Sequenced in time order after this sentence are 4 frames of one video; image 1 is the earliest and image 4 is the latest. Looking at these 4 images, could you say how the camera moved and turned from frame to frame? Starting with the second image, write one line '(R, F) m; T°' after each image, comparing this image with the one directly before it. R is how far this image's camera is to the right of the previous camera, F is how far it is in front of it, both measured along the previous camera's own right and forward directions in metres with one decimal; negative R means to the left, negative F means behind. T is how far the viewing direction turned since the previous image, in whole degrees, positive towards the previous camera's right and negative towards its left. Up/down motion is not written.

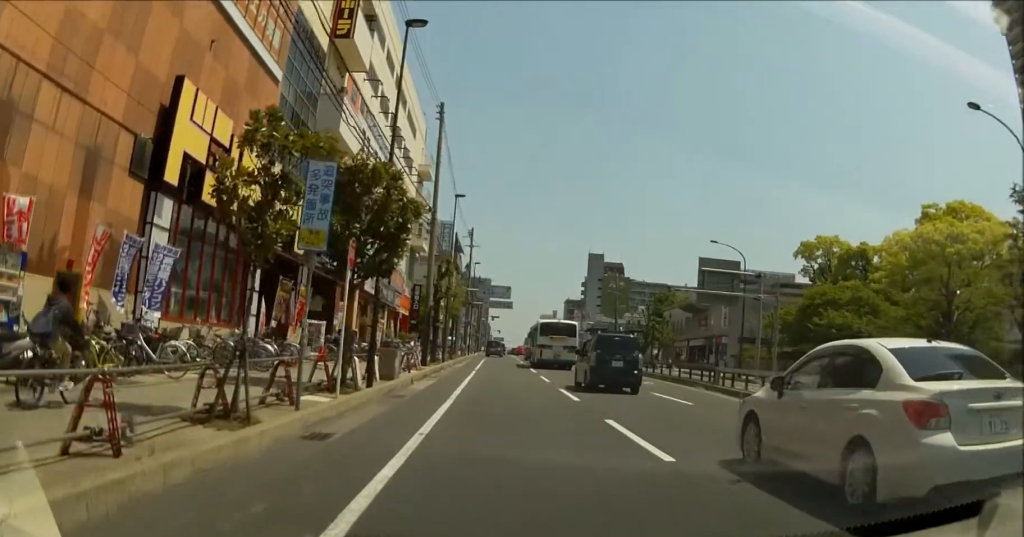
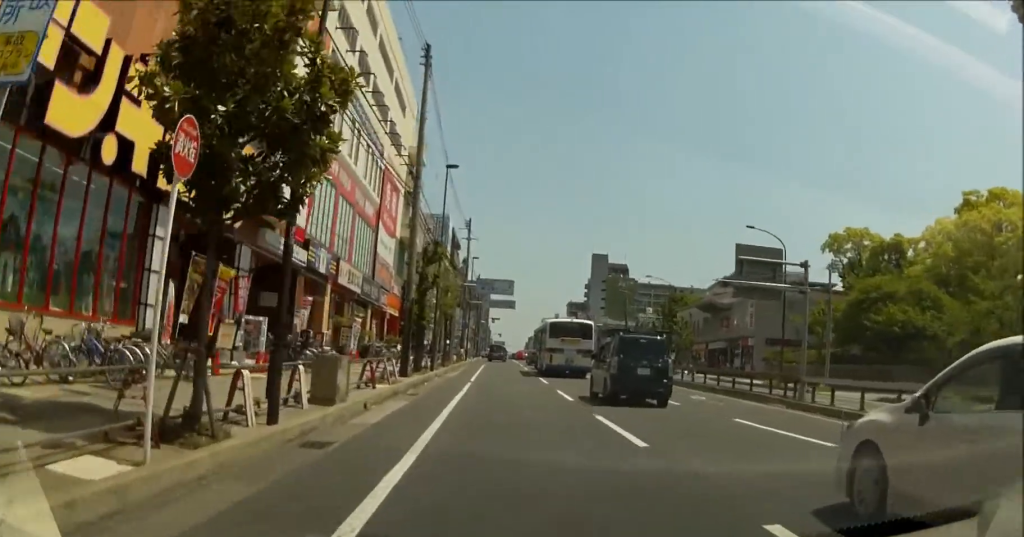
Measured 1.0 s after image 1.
(+0.1, +8.6) m; 0°
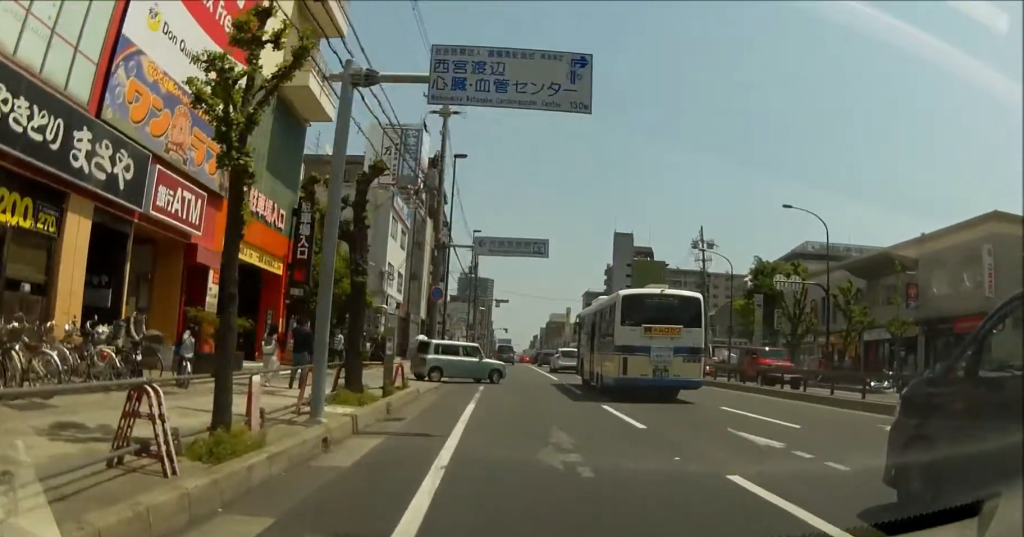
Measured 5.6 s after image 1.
(-0.1, +33.4) m; -3°
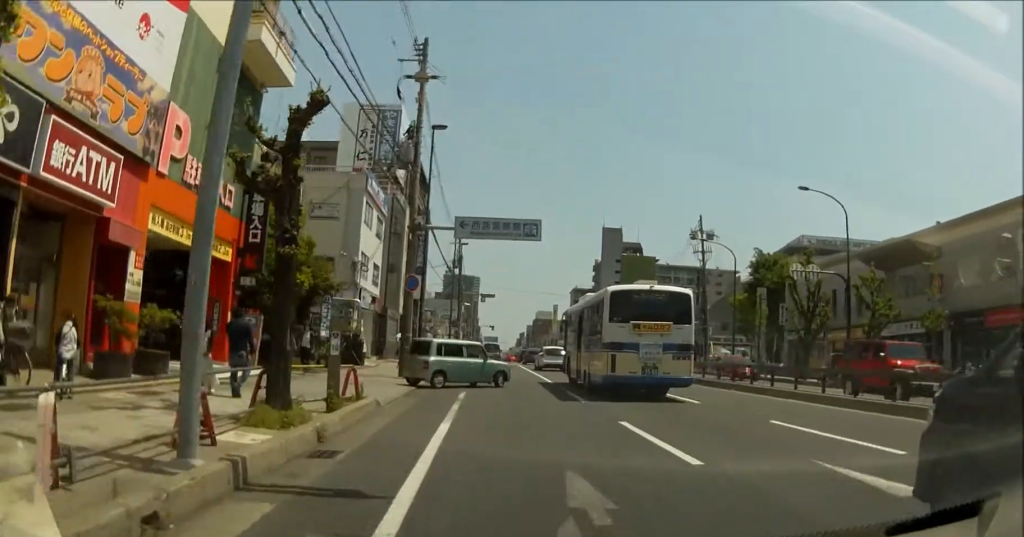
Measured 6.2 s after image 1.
(0.0, +3.6) m; -3°
